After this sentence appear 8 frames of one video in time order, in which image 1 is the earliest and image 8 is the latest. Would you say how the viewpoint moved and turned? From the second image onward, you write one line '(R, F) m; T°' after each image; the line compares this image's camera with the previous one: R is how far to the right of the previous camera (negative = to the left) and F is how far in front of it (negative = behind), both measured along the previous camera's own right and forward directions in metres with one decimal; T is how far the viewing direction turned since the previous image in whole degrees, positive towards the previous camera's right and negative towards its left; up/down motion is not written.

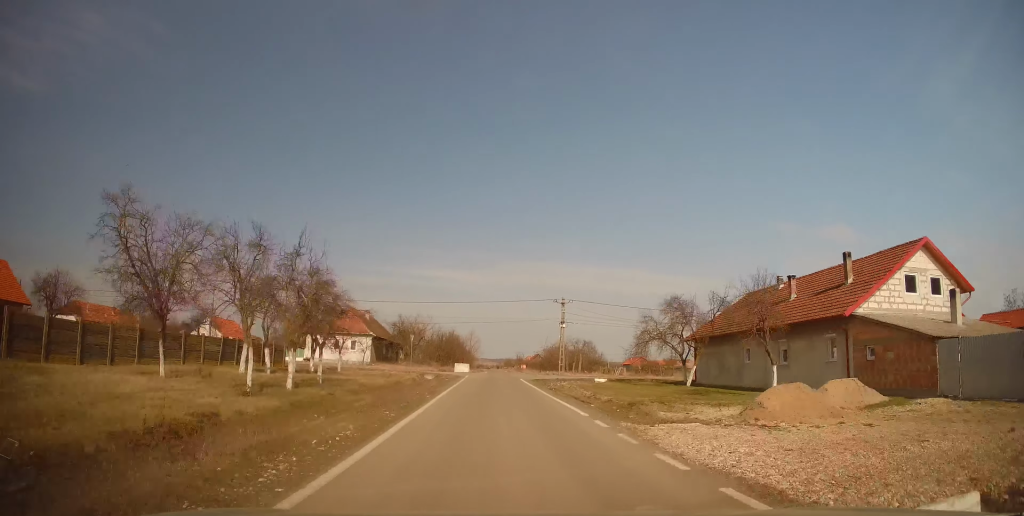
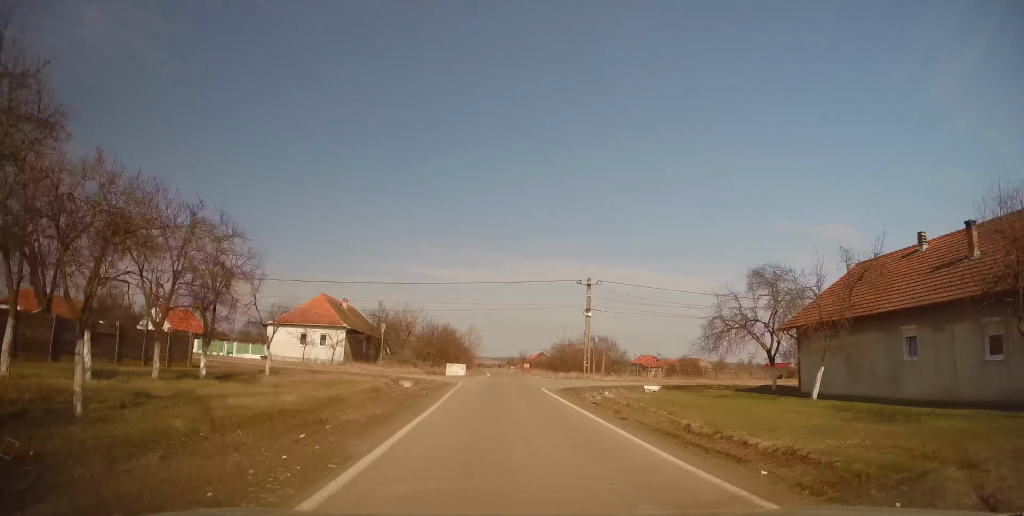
(0.0, +13.4) m; 0°
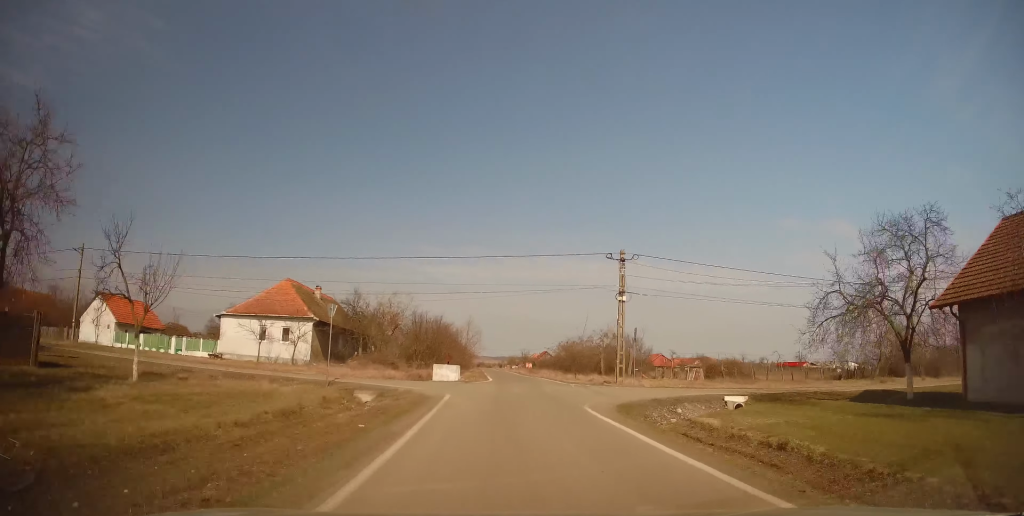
(+0.1, +9.9) m; +3°
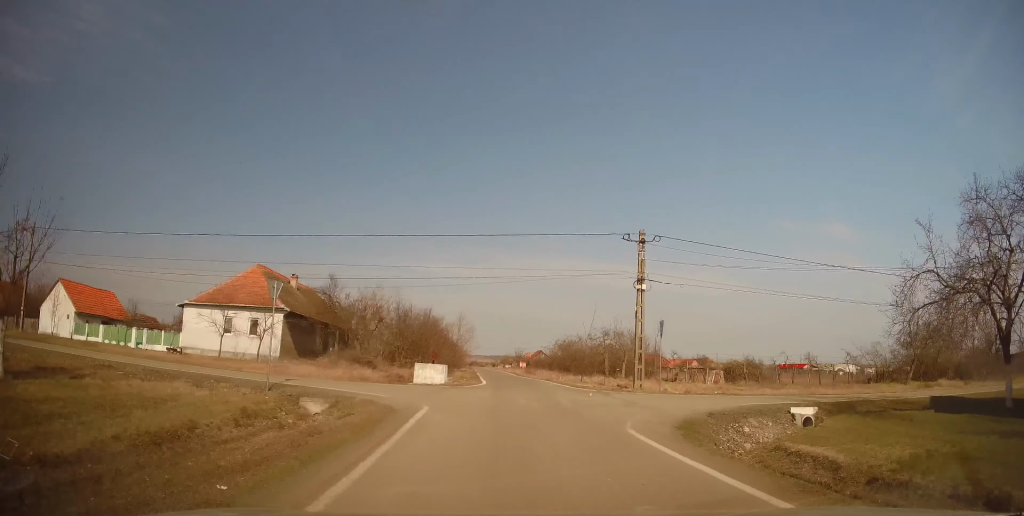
(+0.1, +4.6) m; +3°
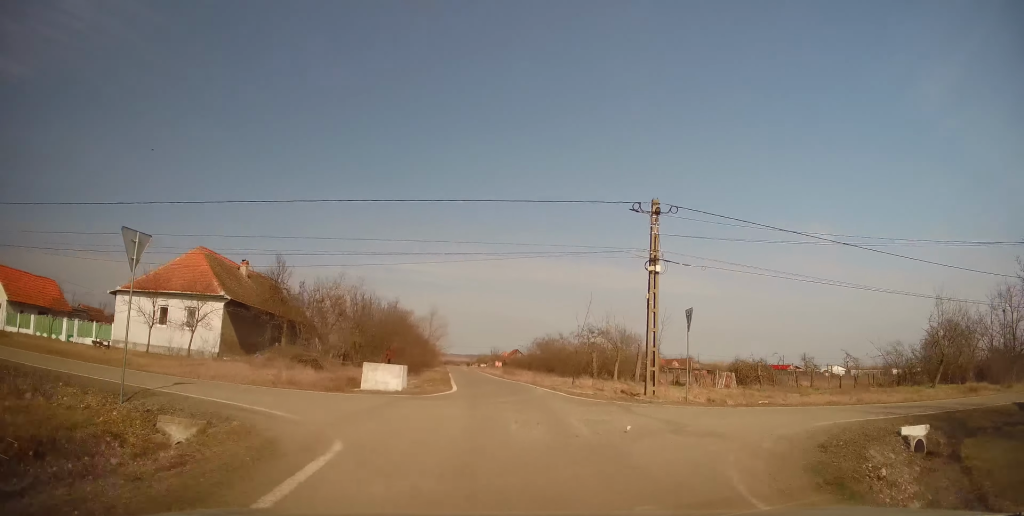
(+0.1, +5.3) m; +2°
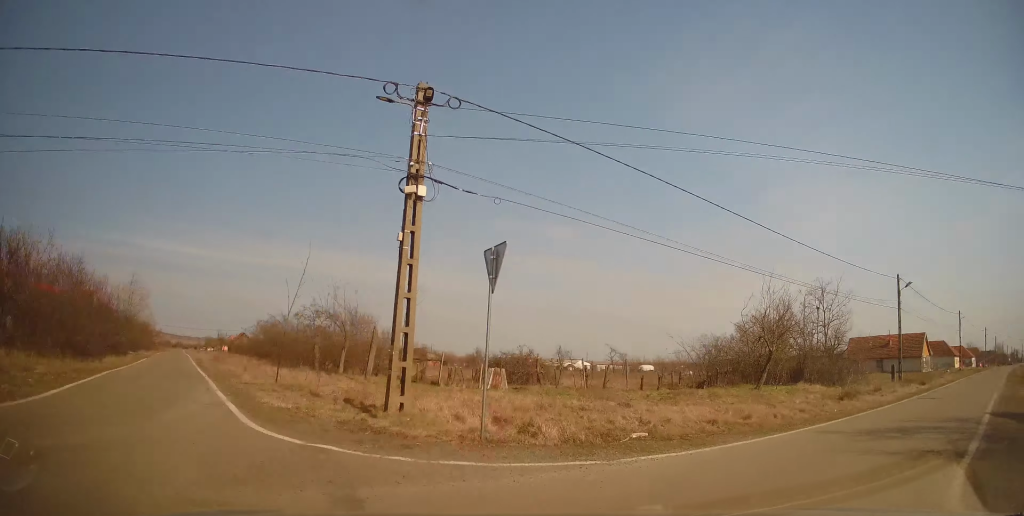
(+0.3, +10.6) m; +15°
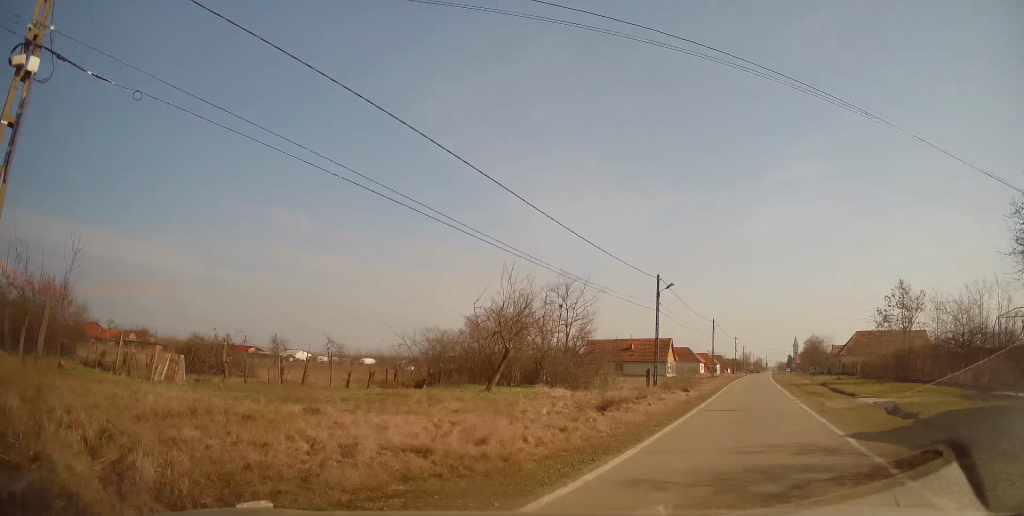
(+1.3, +5.3) m; +30°
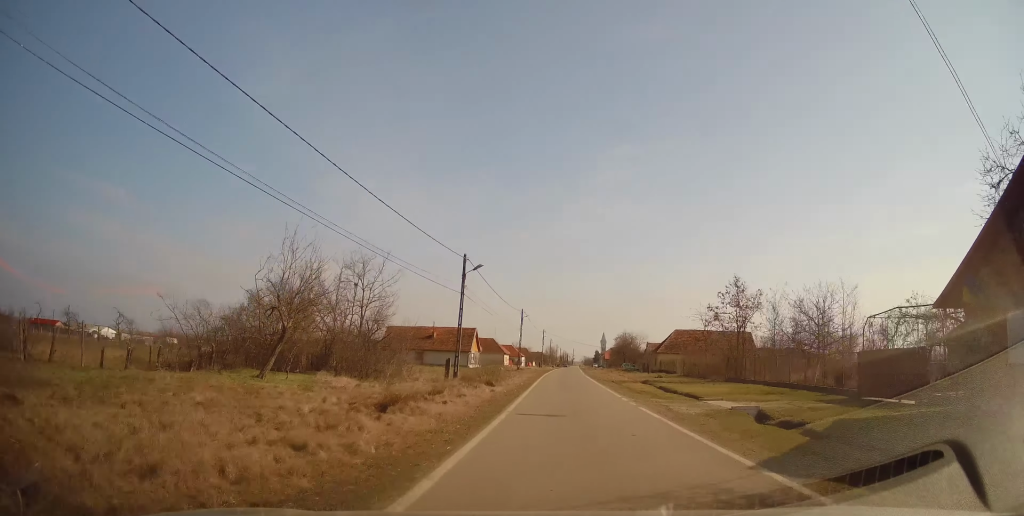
(+1.1, +4.0) m; +22°
